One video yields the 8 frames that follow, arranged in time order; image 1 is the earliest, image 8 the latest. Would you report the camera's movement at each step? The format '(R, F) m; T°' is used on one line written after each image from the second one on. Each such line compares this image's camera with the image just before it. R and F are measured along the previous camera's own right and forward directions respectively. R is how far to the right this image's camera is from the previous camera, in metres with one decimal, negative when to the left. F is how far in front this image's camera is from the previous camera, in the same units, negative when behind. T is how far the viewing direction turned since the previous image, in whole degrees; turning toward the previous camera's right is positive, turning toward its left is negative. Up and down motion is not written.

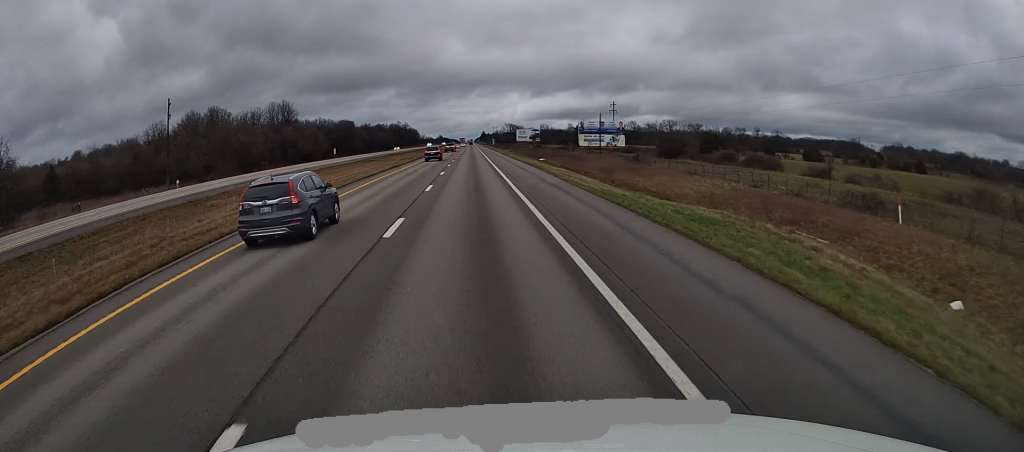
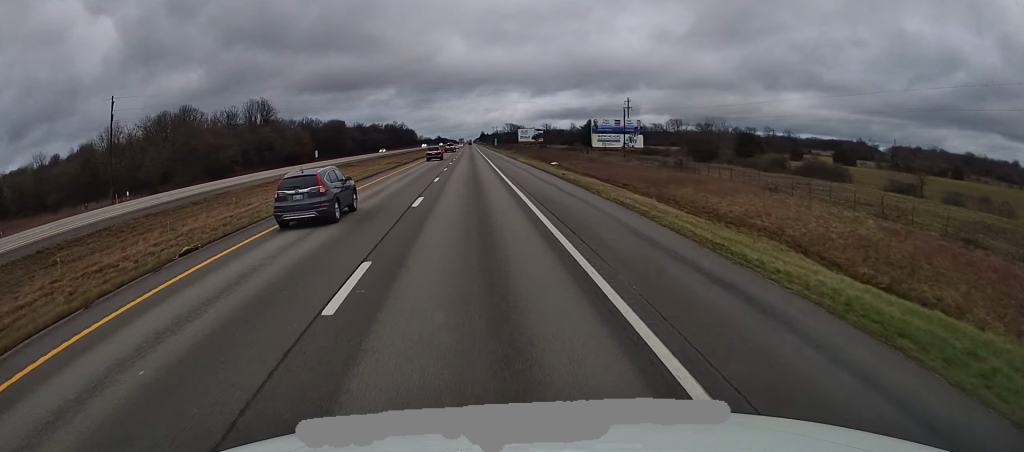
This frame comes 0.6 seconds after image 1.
(+0.4, +18.1) m; -1°
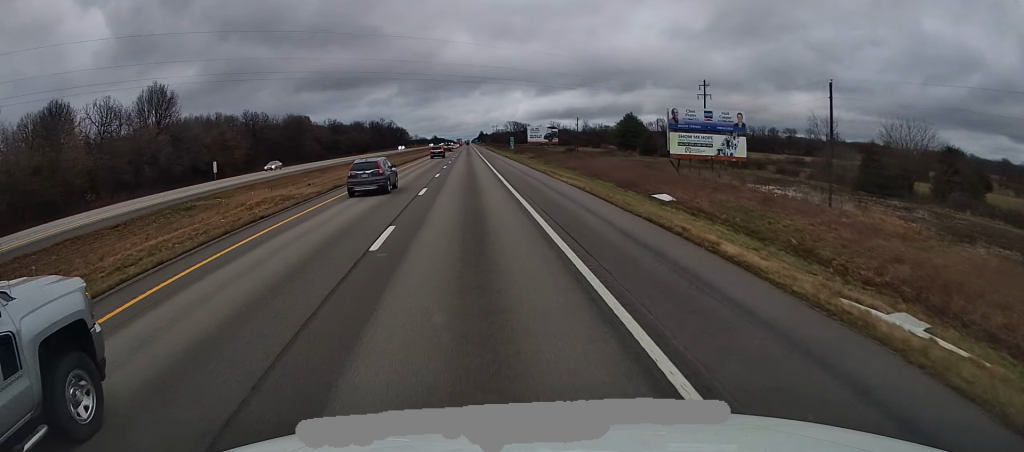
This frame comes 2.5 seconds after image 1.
(-1.2, +56.0) m; -1°
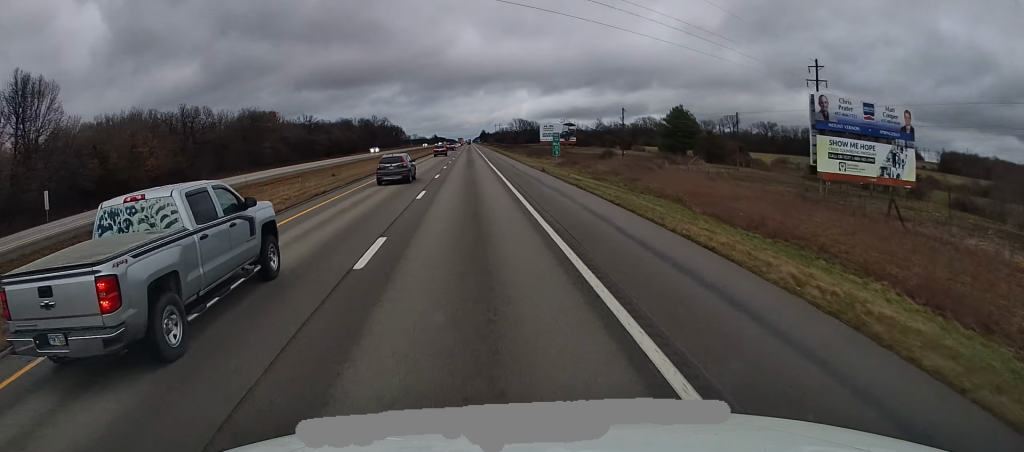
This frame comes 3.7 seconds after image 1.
(+0.1, +38.1) m; +1°
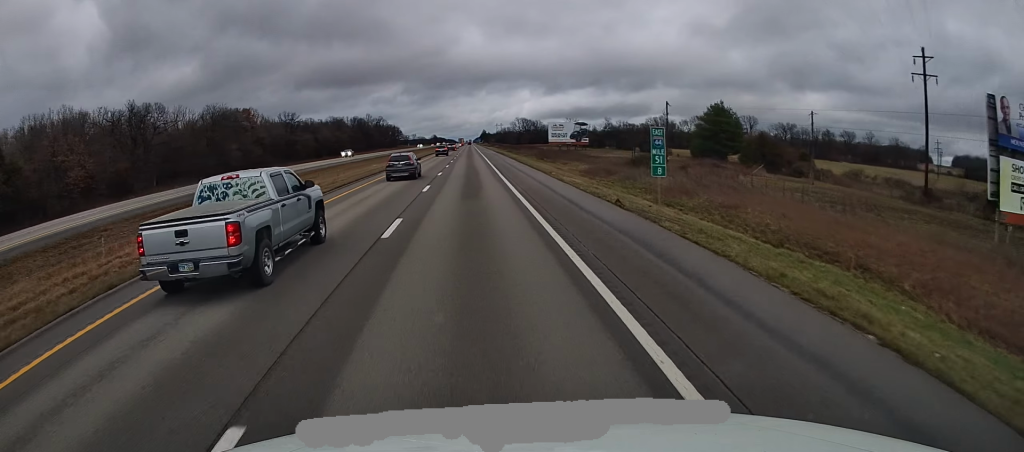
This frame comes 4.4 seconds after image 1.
(+0.5, +21.1) m; +1°
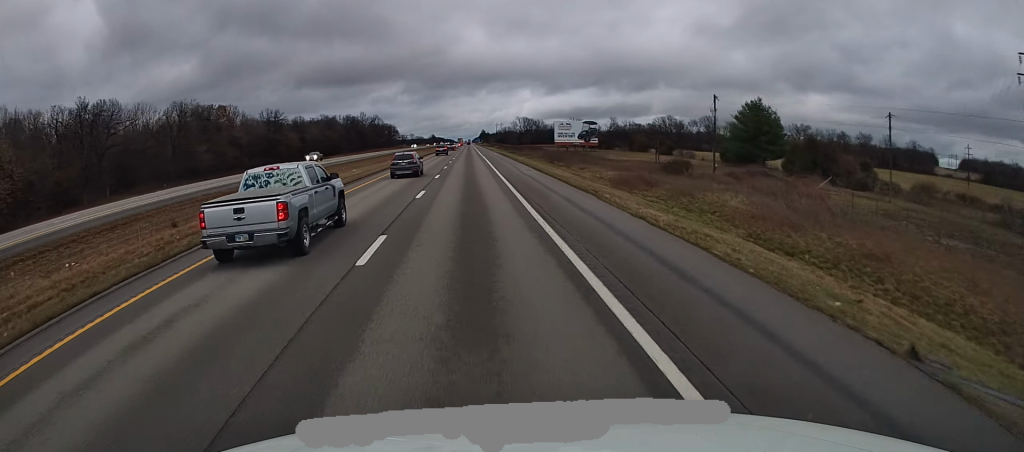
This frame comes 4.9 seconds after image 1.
(+0.1, +15.1) m; 0°
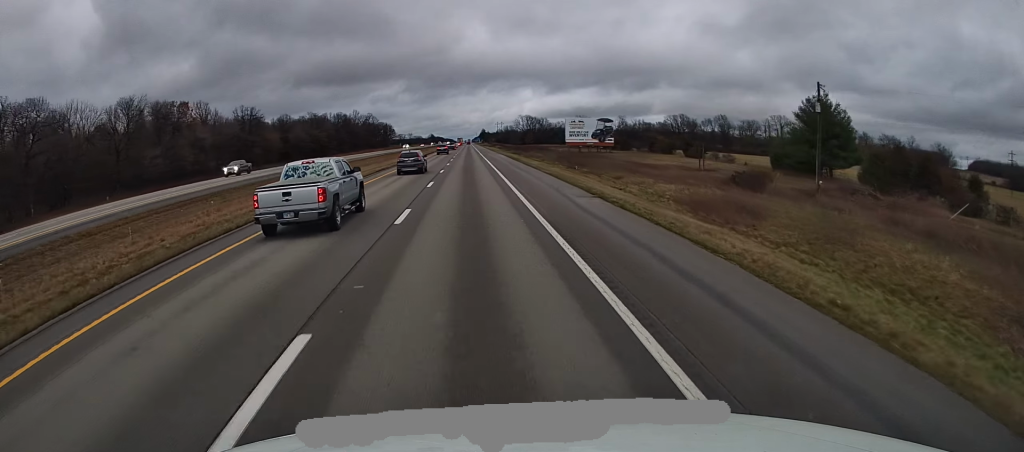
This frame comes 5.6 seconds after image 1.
(0.0, +19.1) m; -1°
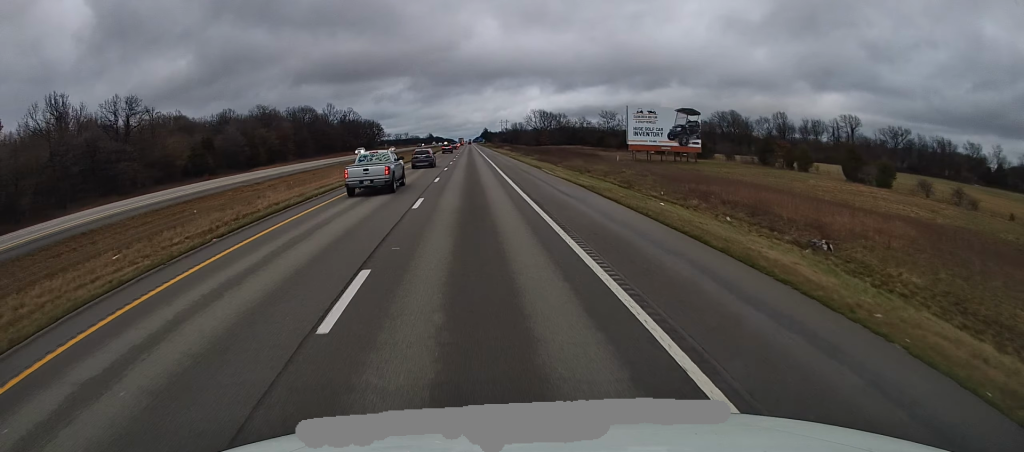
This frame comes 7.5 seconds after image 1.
(-0.2, +57.2) m; +1°
